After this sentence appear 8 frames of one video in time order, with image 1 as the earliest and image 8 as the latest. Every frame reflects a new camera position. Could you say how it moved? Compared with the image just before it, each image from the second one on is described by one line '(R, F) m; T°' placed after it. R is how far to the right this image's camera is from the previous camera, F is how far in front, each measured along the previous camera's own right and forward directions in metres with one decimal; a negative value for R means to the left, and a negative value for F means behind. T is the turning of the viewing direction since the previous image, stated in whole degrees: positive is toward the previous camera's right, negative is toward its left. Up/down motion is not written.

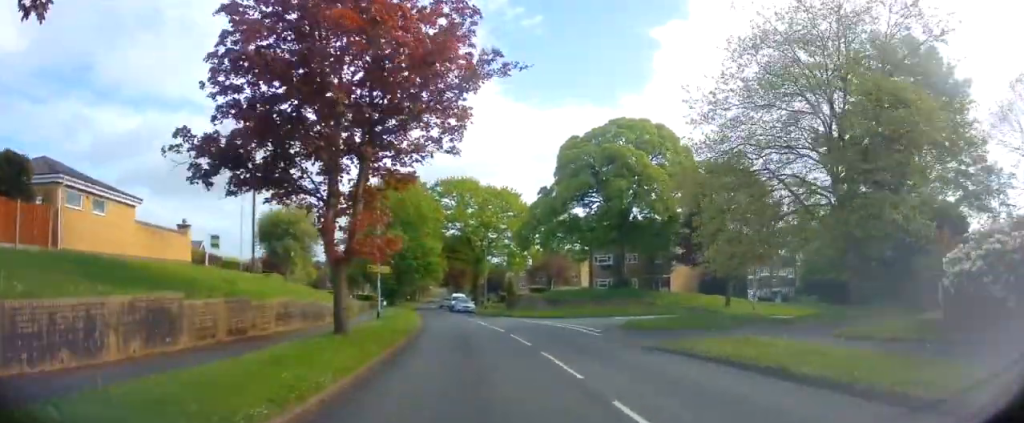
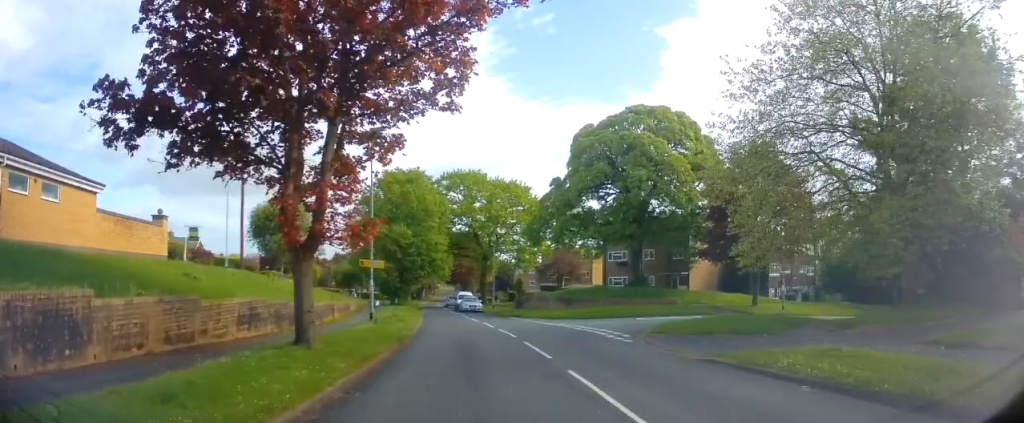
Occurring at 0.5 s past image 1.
(0.0, +3.4) m; -1°
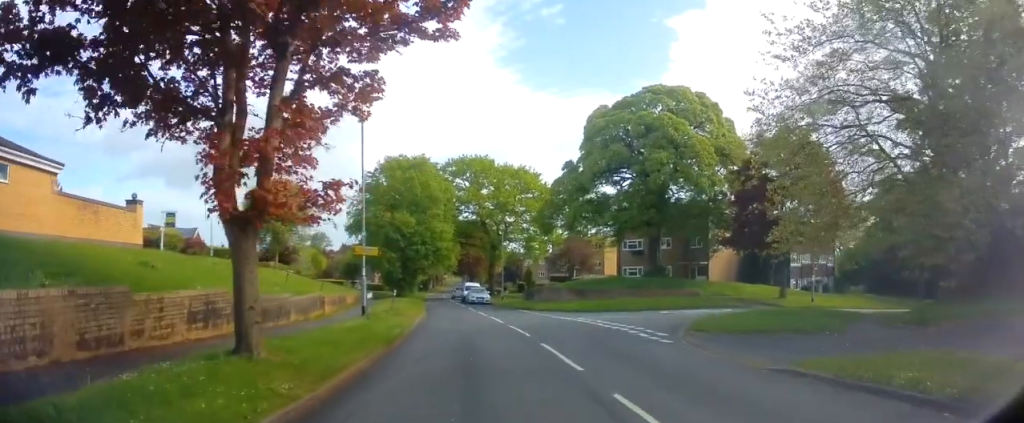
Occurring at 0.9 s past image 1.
(-0.1, +3.0) m; 0°
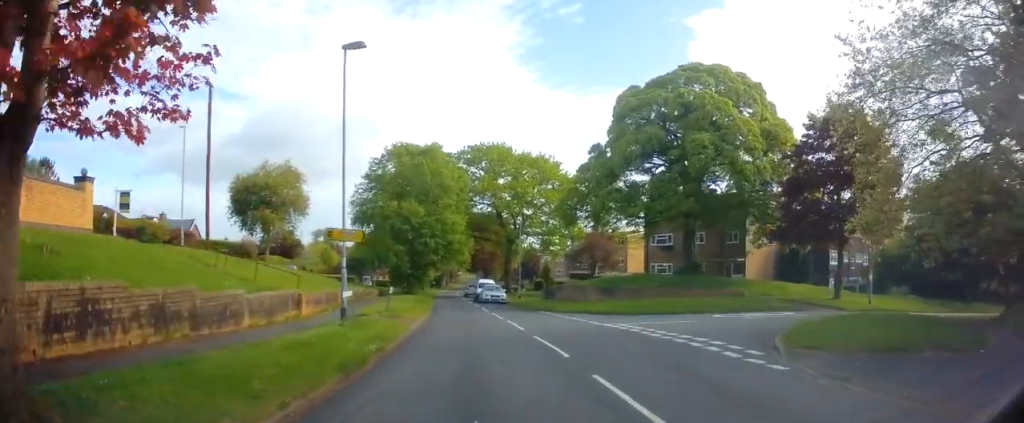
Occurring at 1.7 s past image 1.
(-0.1, +5.0) m; 0°
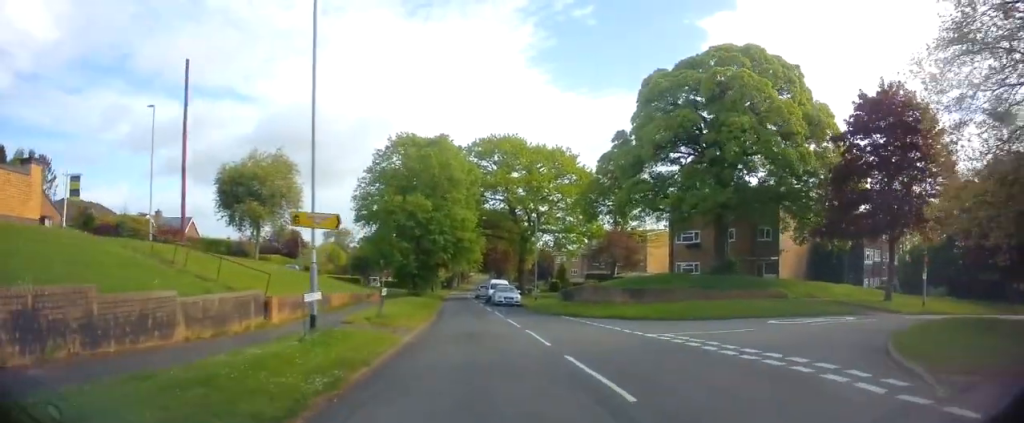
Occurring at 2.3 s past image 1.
(+0.1, +4.1) m; -1°
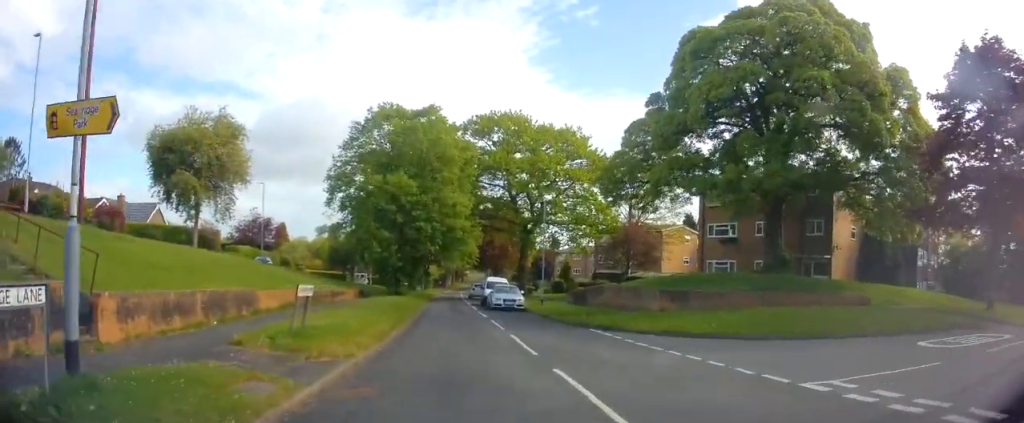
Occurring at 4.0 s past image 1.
(-0.3, +8.6) m; +2°
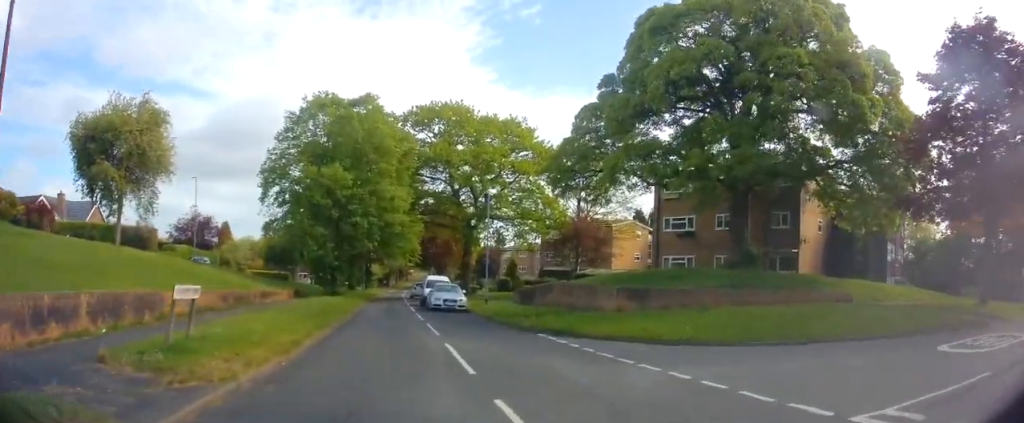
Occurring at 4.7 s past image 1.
(+0.1, +3.2) m; +7°
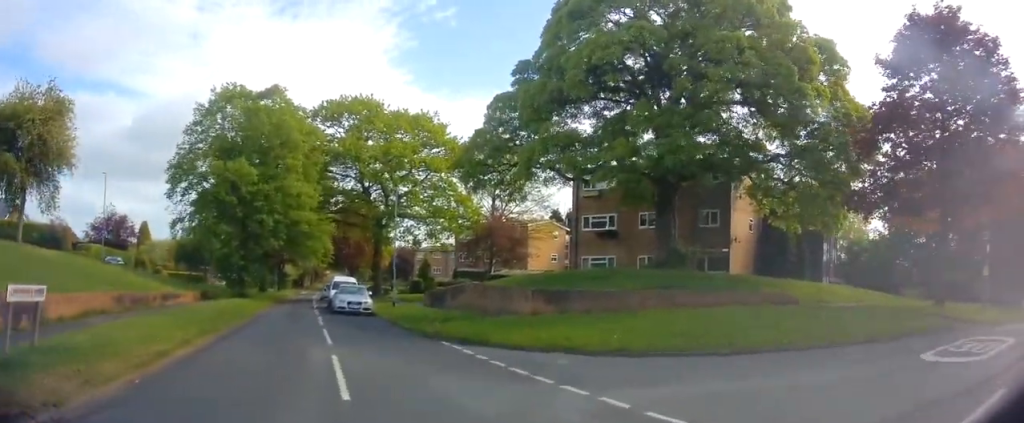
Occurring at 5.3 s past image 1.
(0.0, +2.2) m; +13°
